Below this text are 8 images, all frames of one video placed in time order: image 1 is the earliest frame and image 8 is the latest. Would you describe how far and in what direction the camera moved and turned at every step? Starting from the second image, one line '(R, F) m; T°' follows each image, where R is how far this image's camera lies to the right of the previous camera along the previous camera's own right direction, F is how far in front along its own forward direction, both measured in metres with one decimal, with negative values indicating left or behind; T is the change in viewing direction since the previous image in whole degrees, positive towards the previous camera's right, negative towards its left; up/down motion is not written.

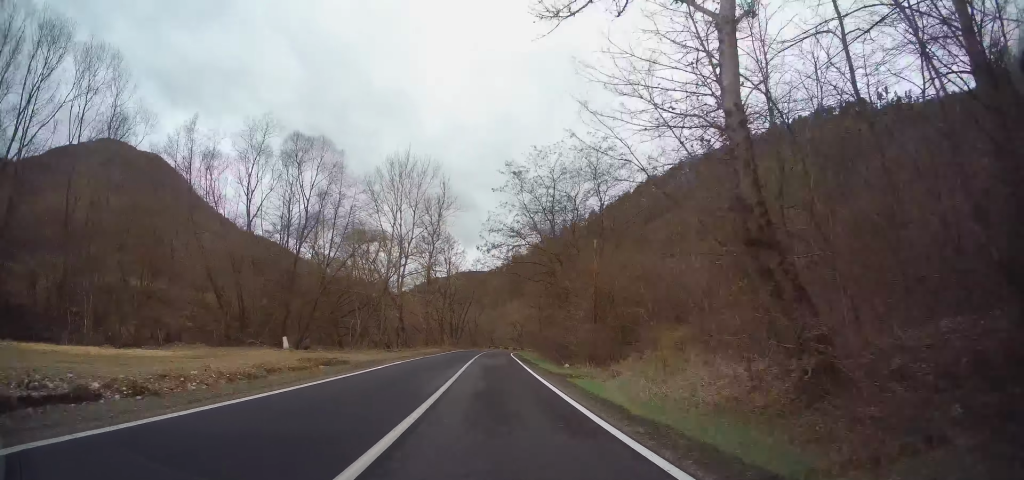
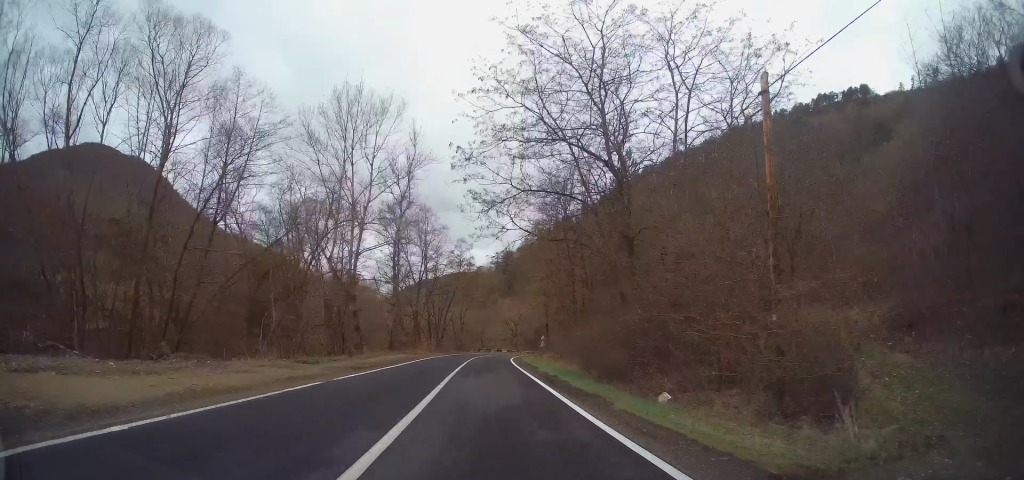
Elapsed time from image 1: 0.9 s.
(-0.8, +18.8) m; -1°
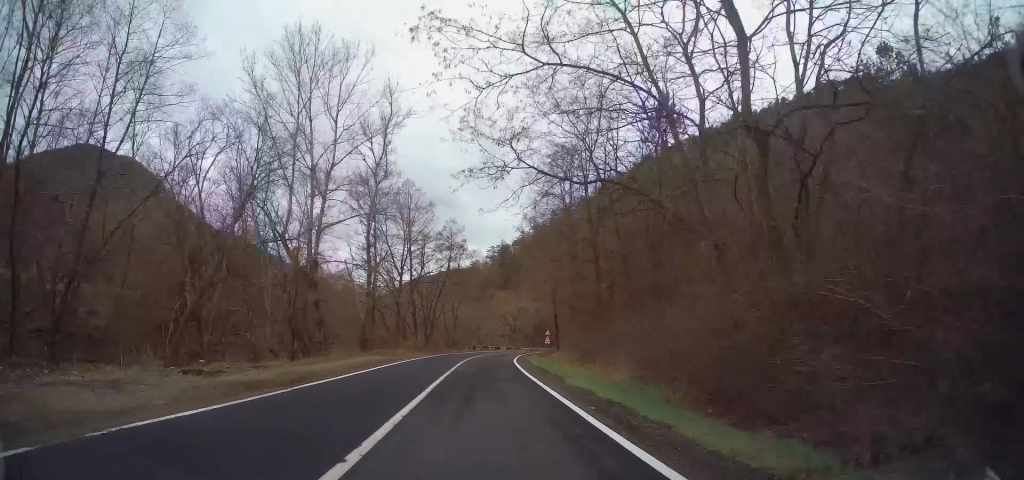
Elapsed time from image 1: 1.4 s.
(+0.2, +9.8) m; +1°
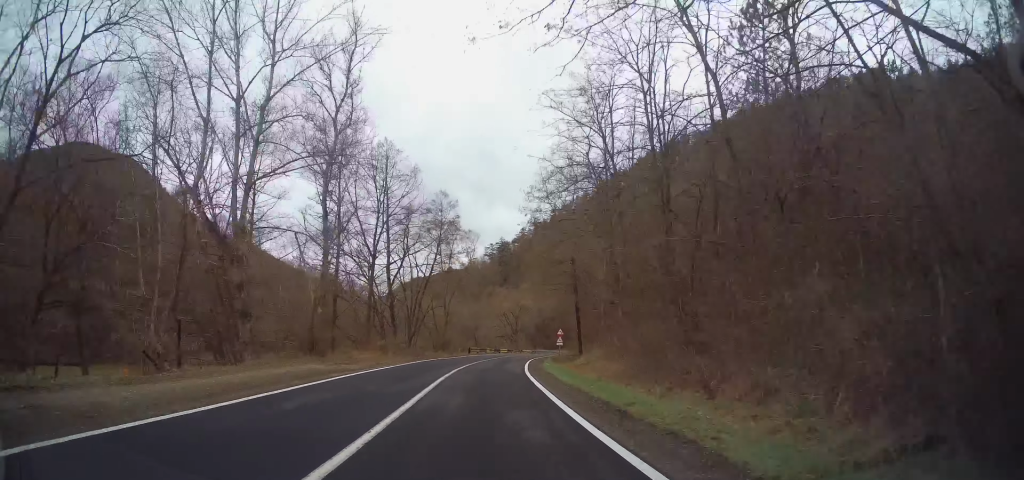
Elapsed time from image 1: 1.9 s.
(+0.1, +11.8) m; +1°
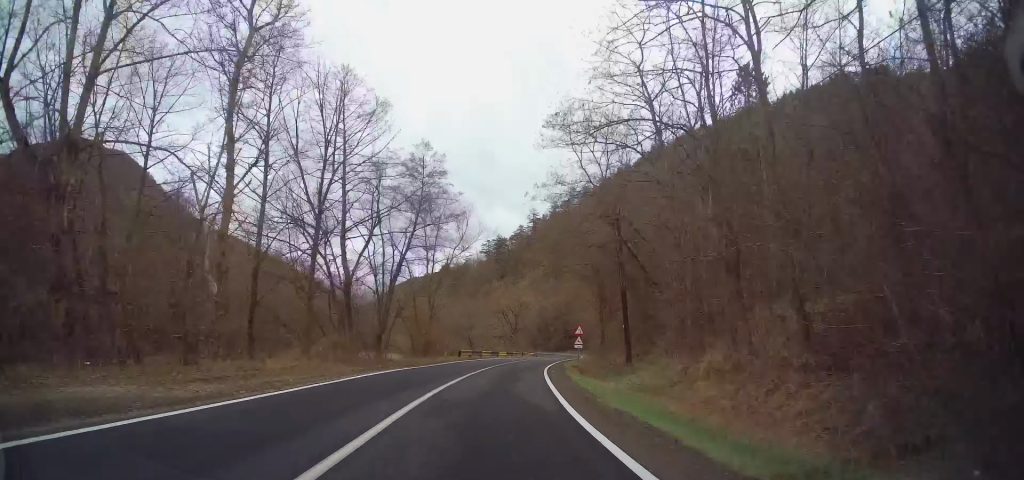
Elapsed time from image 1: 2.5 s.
(+0.3, +12.5) m; 0°
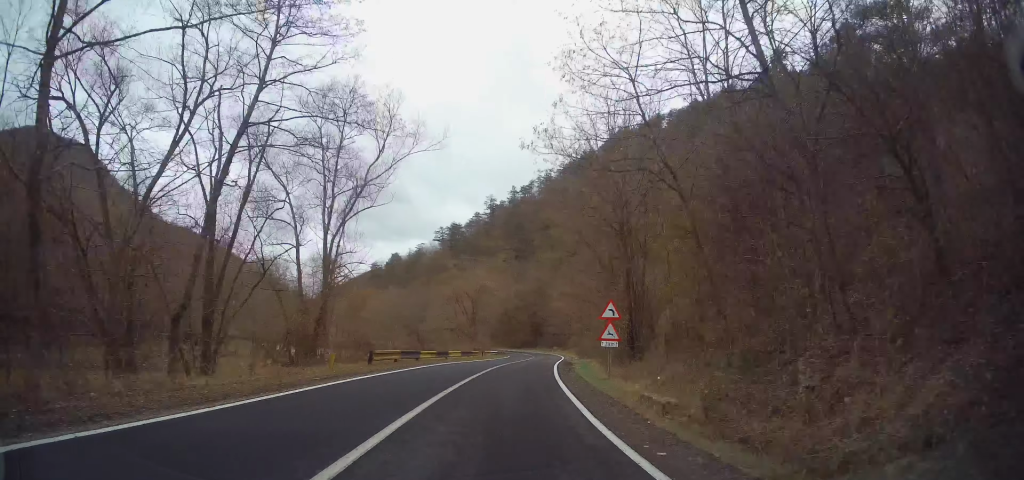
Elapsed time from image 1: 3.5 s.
(-0.1, +20.1) m; +2°
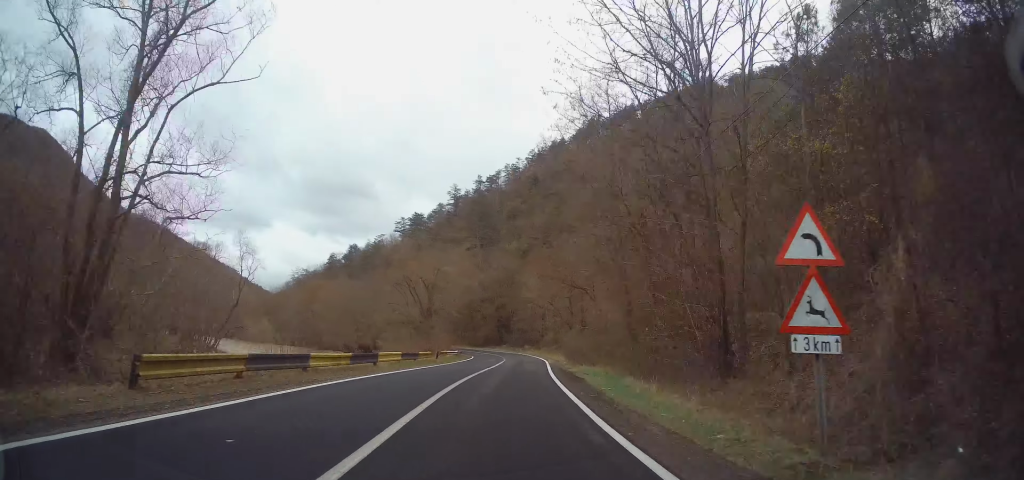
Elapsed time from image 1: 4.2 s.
(+0.4, +13.7) m; +4°
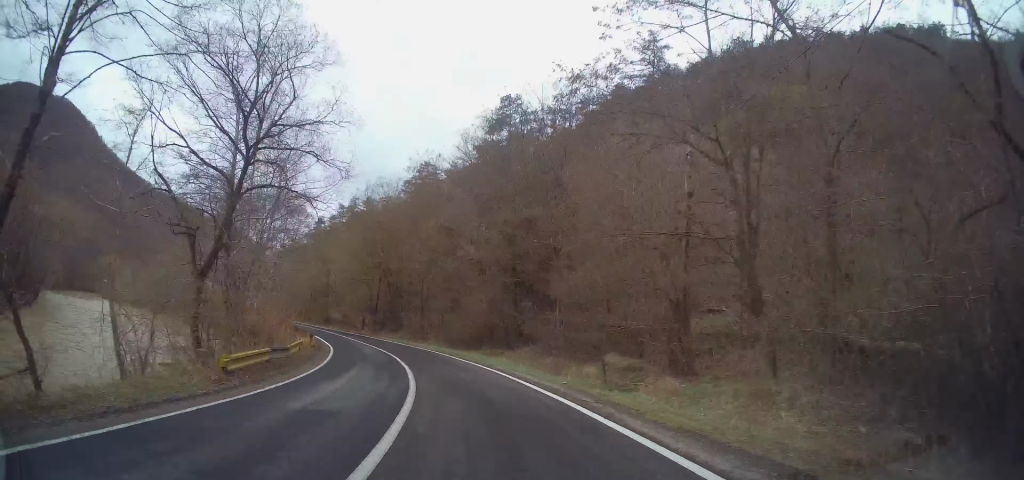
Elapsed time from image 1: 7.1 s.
(+4.1, +58.7) m; -2°
